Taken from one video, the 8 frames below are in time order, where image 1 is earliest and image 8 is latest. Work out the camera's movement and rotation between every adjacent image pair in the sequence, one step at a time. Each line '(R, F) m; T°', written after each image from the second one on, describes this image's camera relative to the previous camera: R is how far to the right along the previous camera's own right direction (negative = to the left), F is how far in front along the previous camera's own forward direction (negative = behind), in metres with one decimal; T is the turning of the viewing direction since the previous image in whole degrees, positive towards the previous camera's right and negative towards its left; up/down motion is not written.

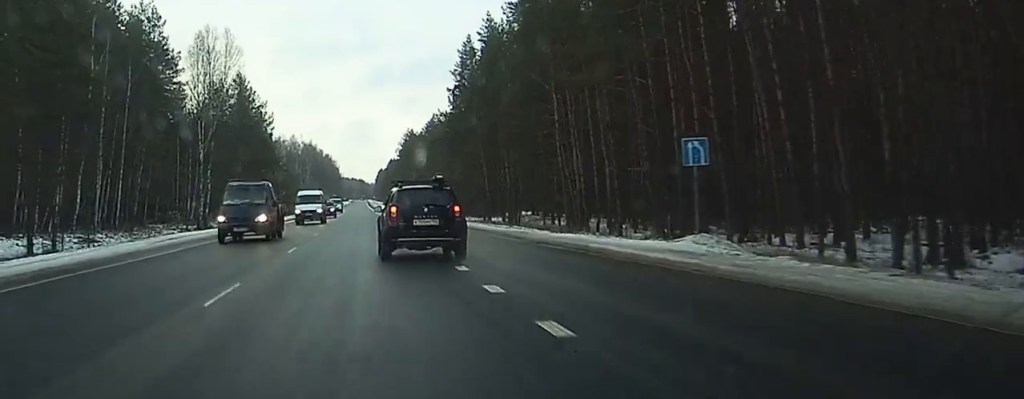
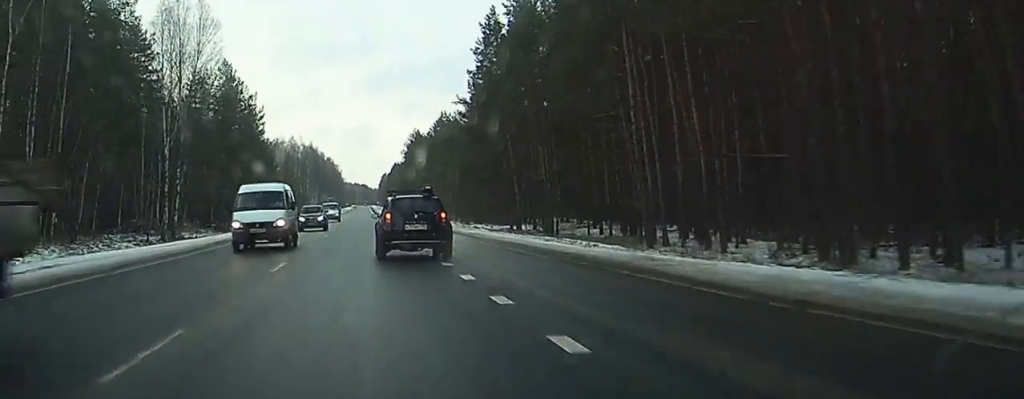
(0.0, +16.3) m; 0°
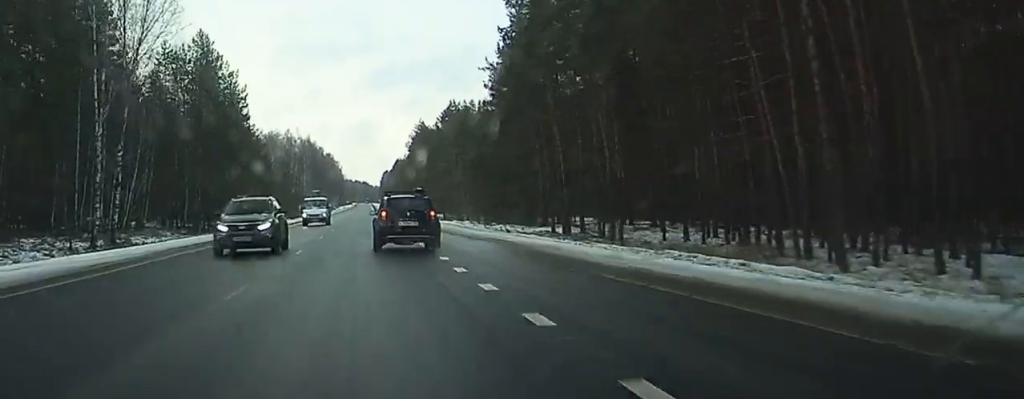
(0.0, +18.2) m; 0°
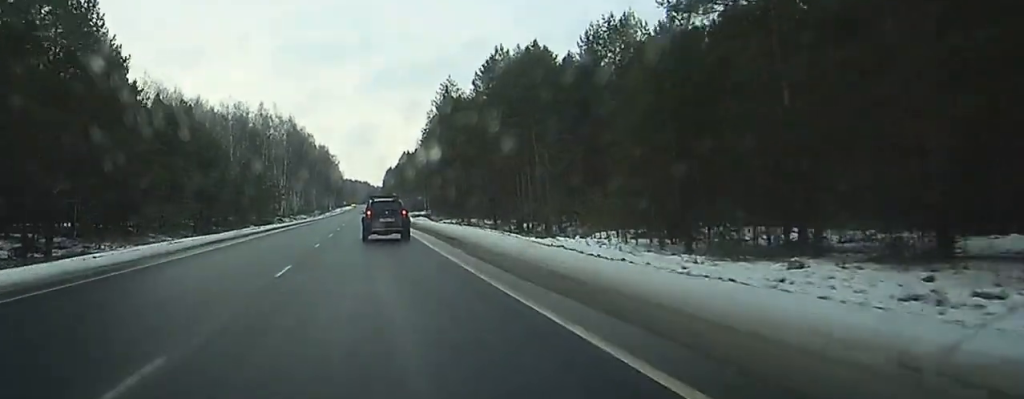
(0.0, +67.5) m; 0°
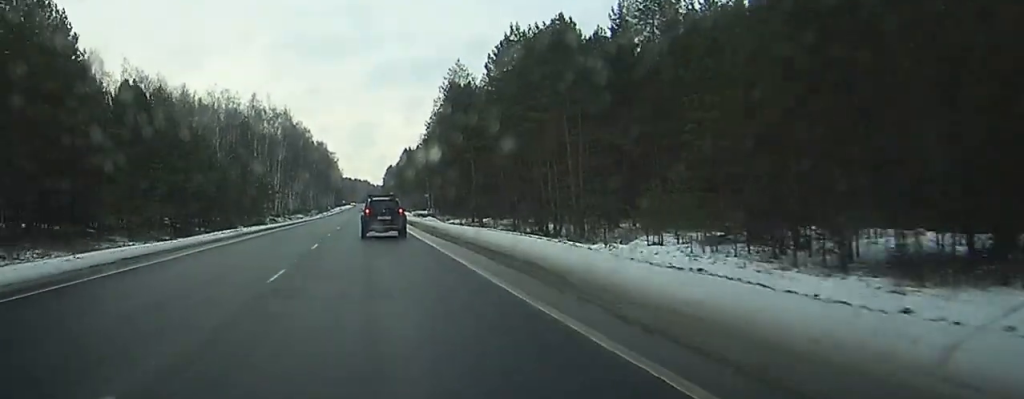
(+0.1, +13.6) m; 0°
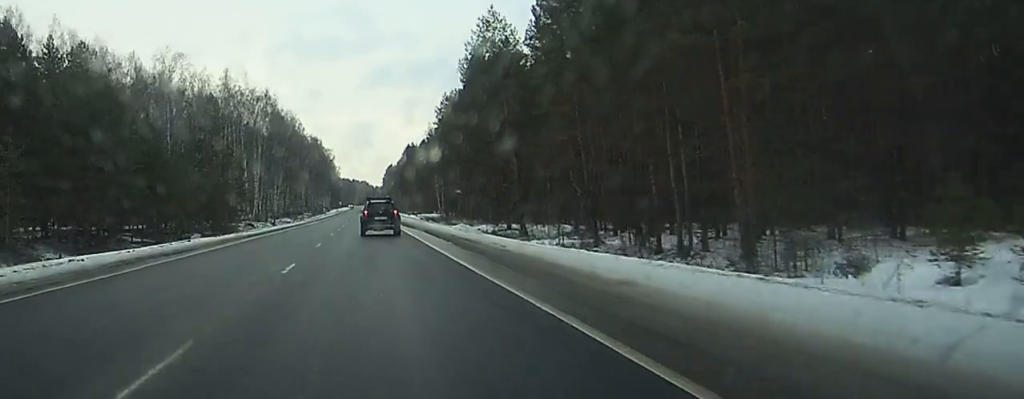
(-0.5, +33.4) m; -1°
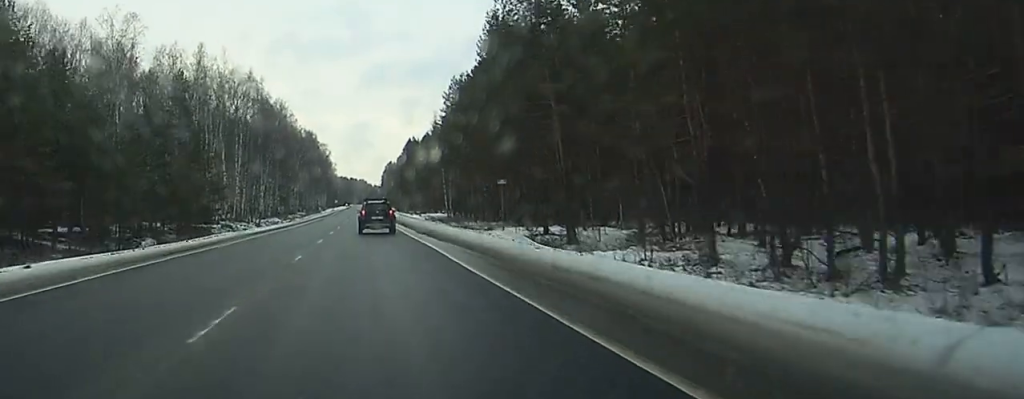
(0.0, +20.7) m; +1°
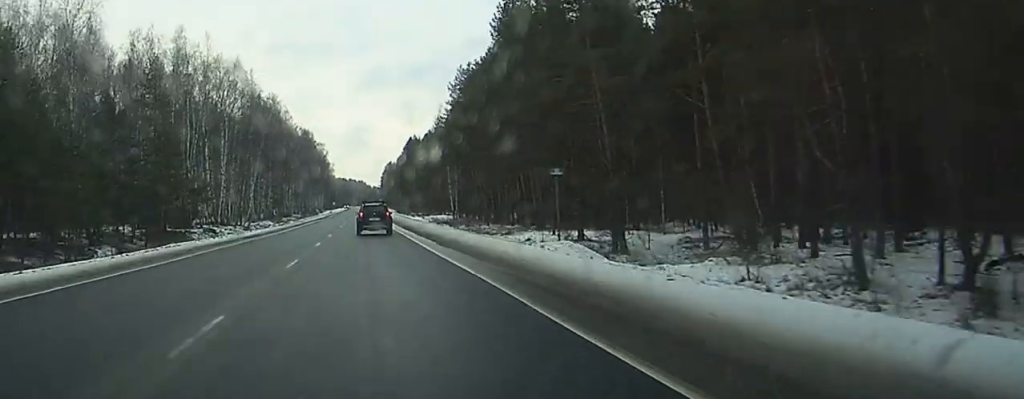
(+0.1, +12.6) m; 0°
